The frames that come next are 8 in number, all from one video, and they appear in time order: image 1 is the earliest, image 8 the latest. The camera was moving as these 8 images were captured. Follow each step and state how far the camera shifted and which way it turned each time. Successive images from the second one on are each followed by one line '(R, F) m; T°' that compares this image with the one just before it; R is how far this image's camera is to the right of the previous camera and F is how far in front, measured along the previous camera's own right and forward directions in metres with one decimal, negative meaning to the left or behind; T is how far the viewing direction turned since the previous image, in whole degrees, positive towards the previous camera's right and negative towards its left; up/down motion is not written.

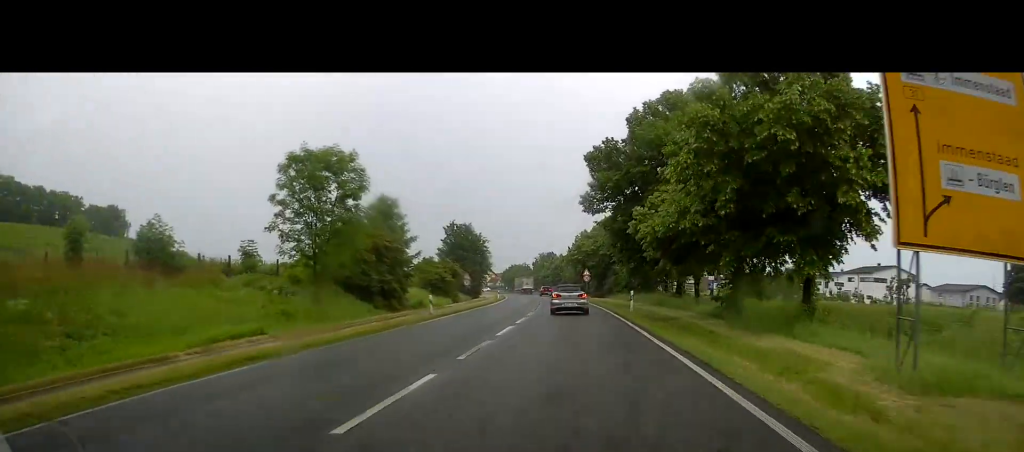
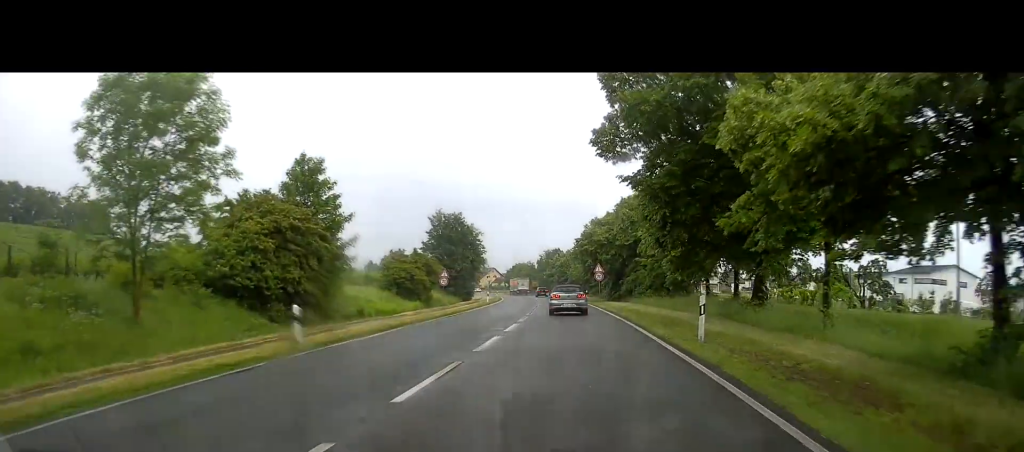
(-0.2, +16.8) m; -1°
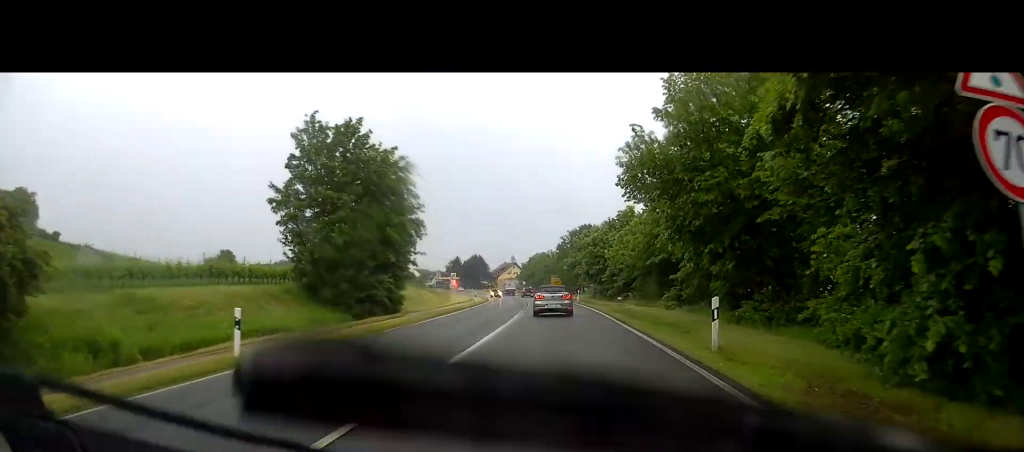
(-0.8, +52.7) m; -1°
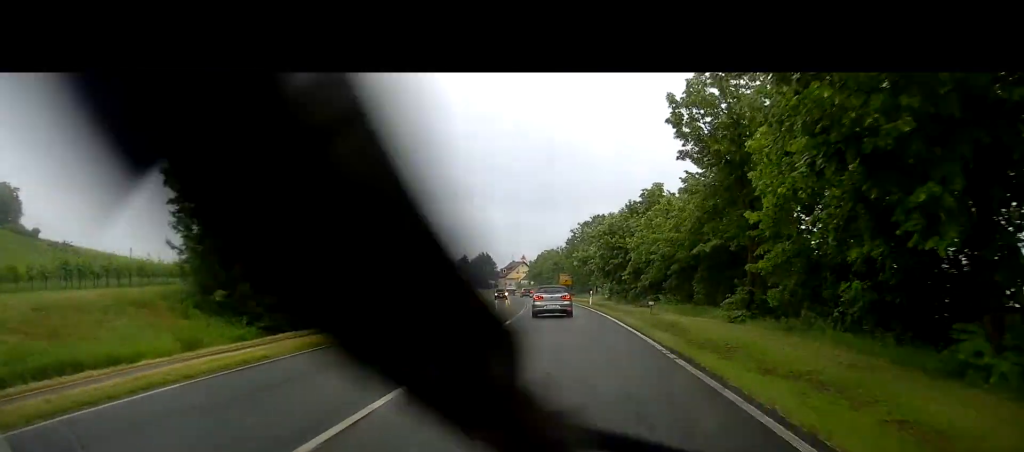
(+0.1, +12.2) m; -1°
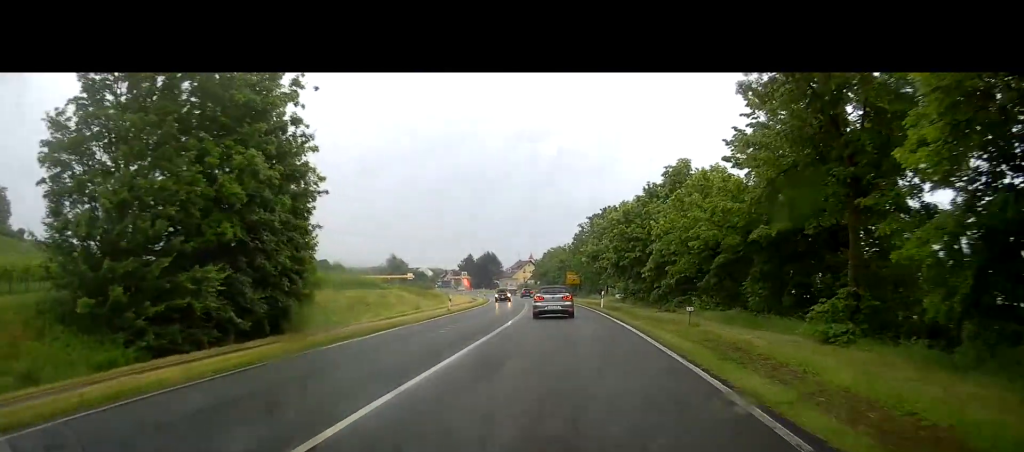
(-0.2, +8.1) m; -1°
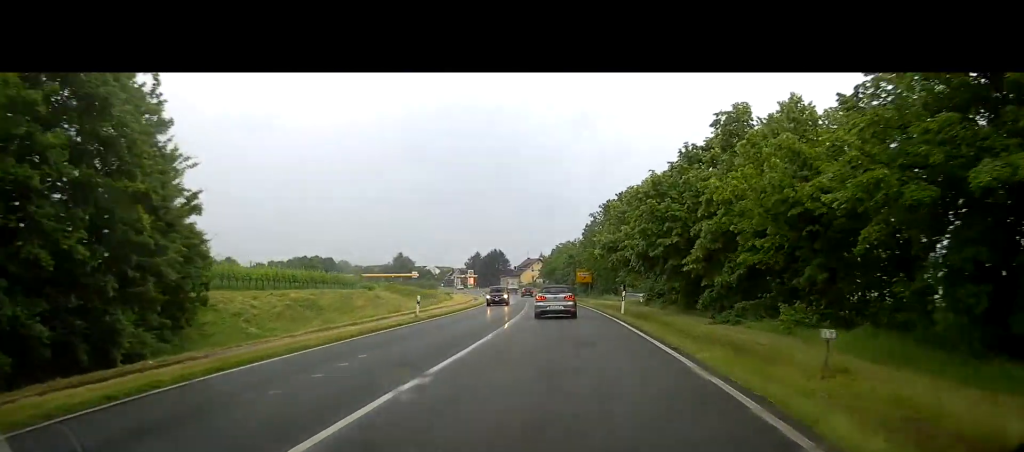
(-0.1, +11.0) m; -1°
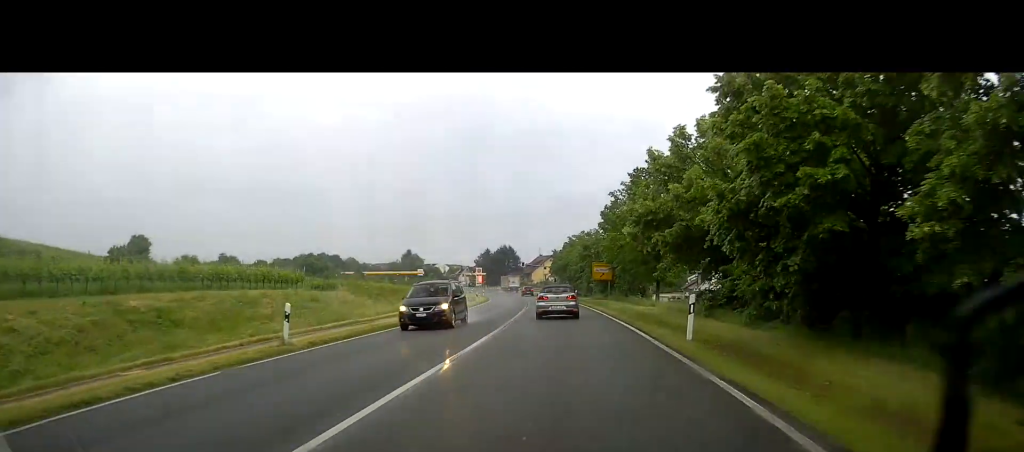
(0.0, +16.2) m; 0°
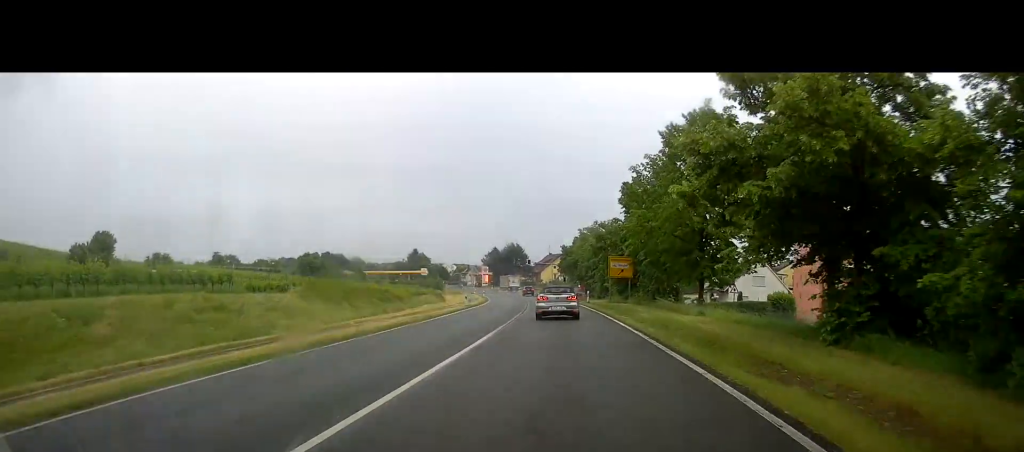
(+0.1, +12.6) m; -2°
